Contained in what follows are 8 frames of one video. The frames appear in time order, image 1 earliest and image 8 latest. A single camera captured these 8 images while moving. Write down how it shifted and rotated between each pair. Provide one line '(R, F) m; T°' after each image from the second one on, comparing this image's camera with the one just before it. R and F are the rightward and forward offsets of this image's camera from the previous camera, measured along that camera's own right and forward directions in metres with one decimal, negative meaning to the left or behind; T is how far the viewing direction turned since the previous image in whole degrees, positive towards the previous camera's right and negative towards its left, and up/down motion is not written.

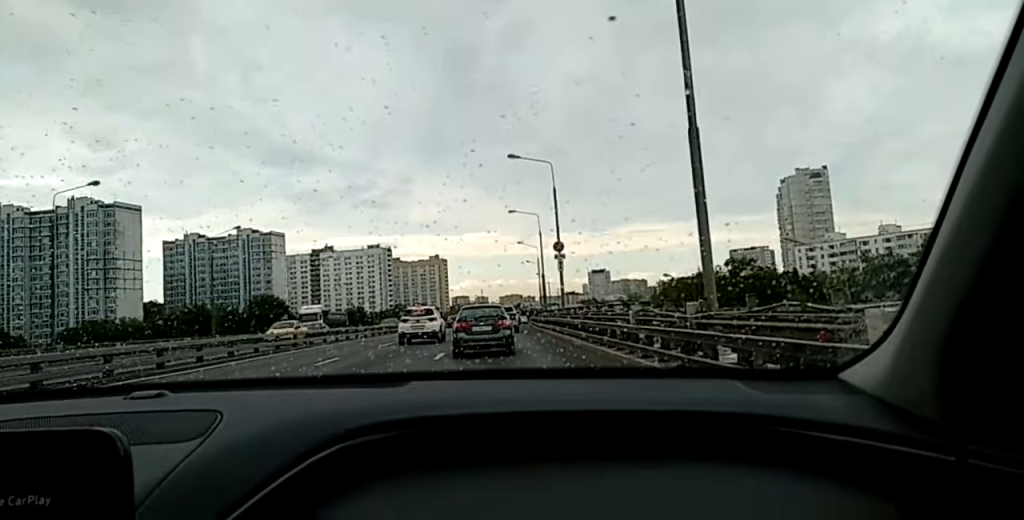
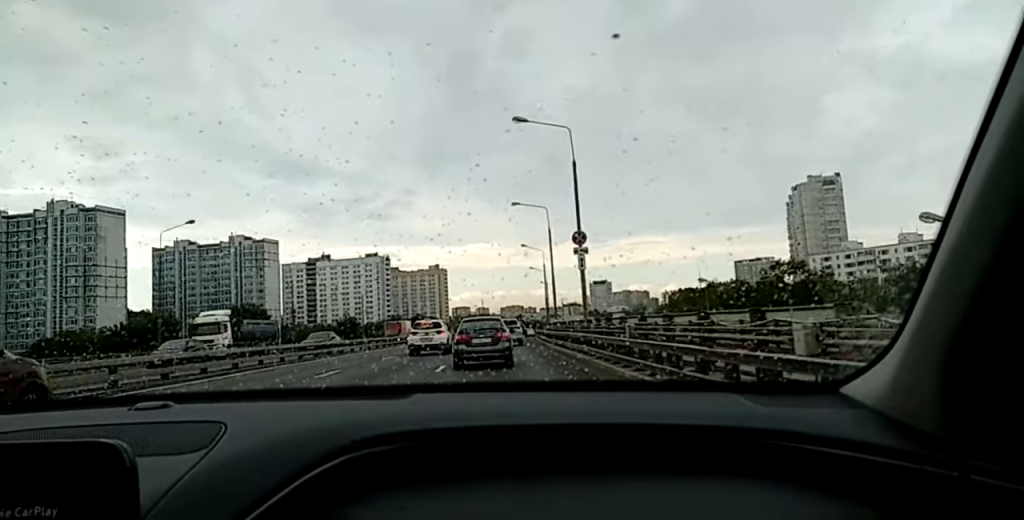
(+0.1, +11.6) m; +1°
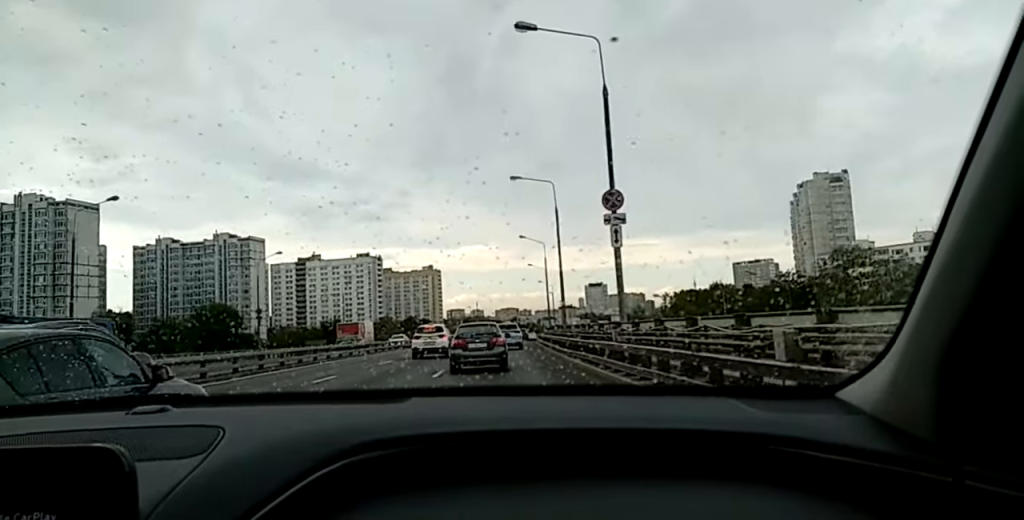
(+0.1, +12.3) m; +1°
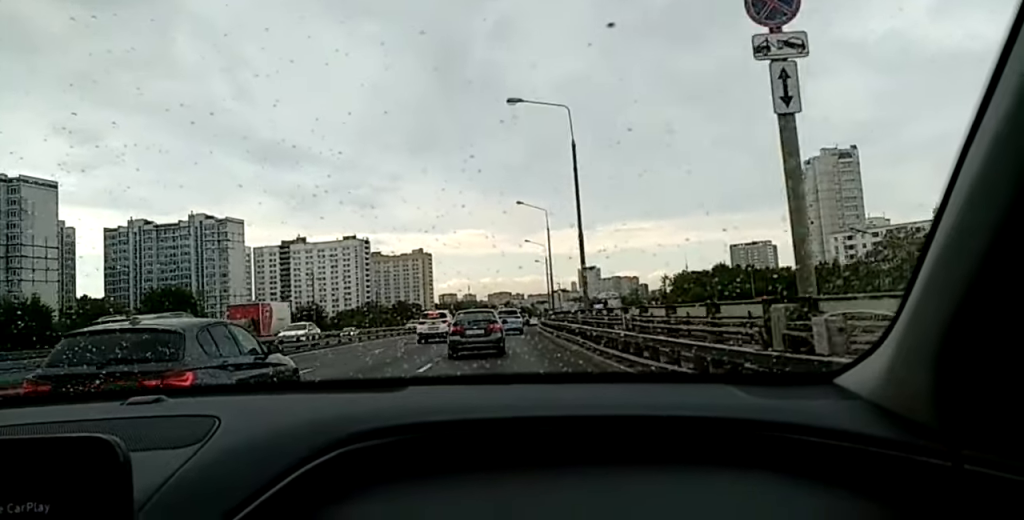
(+0.2, +15.0) m; +1°
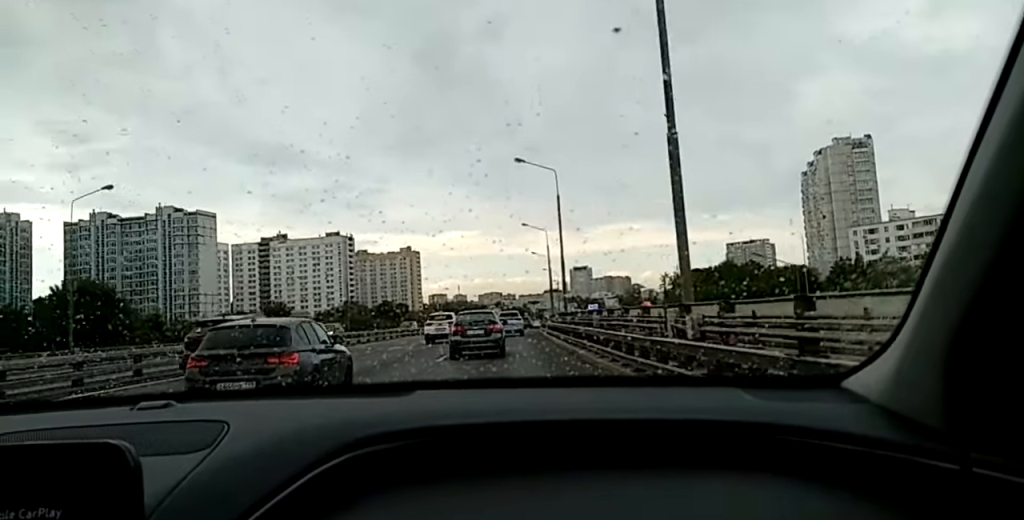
(0.0, +19.7) m; 0°
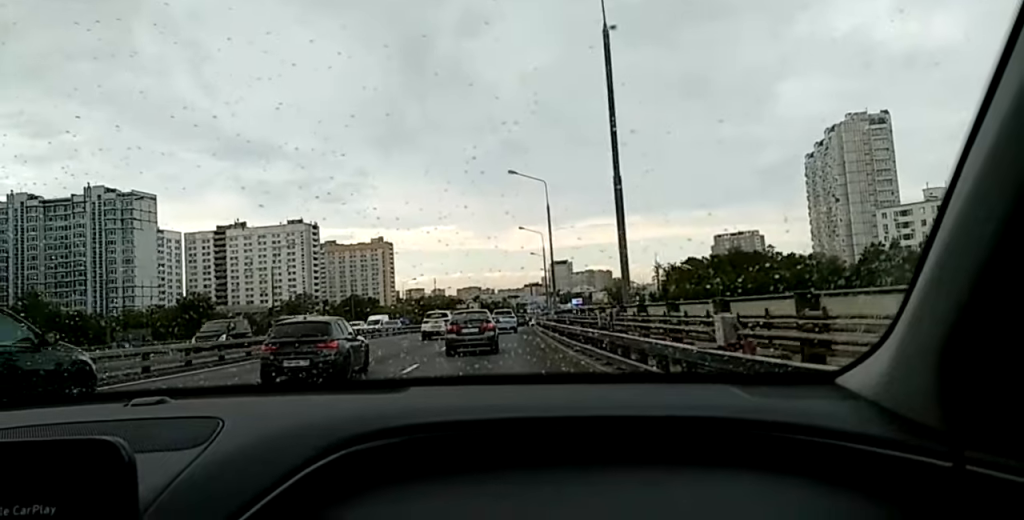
(+0.6, +28.9) m; +3°
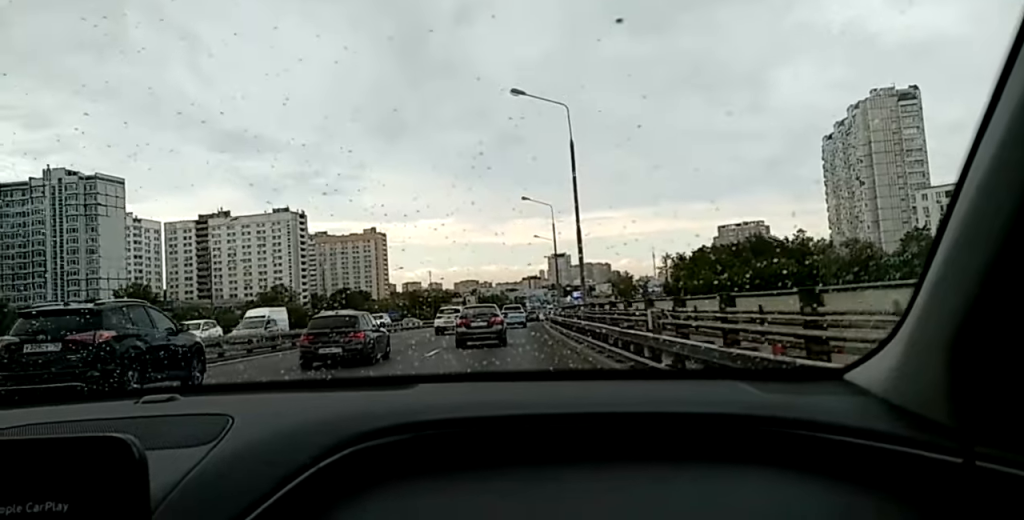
(+0.2, +18.6) m; +1°
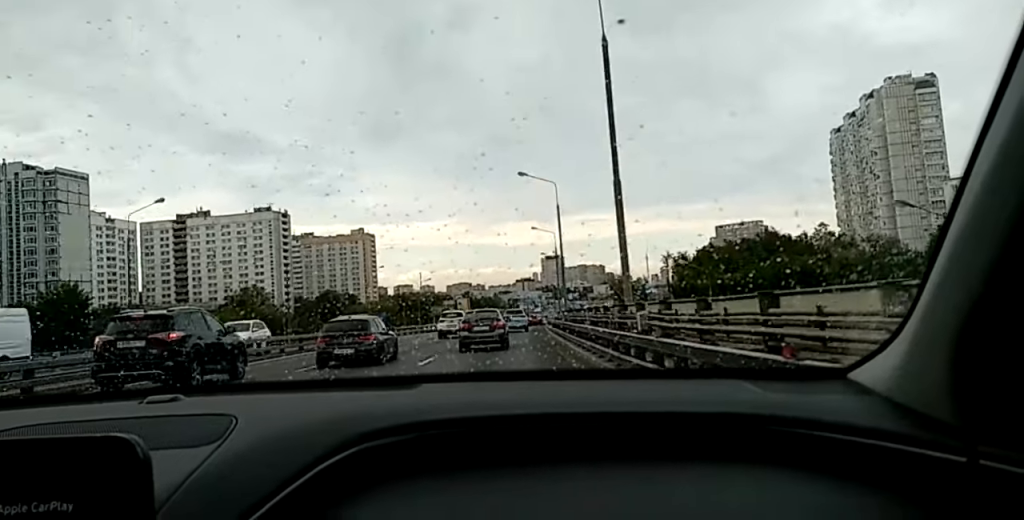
(0.0, +13.4) m; +1°
